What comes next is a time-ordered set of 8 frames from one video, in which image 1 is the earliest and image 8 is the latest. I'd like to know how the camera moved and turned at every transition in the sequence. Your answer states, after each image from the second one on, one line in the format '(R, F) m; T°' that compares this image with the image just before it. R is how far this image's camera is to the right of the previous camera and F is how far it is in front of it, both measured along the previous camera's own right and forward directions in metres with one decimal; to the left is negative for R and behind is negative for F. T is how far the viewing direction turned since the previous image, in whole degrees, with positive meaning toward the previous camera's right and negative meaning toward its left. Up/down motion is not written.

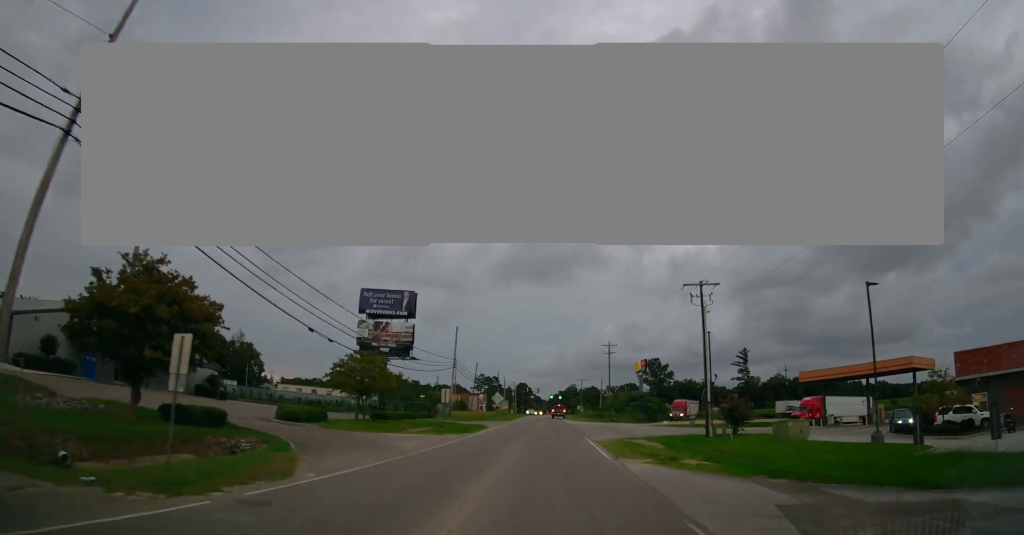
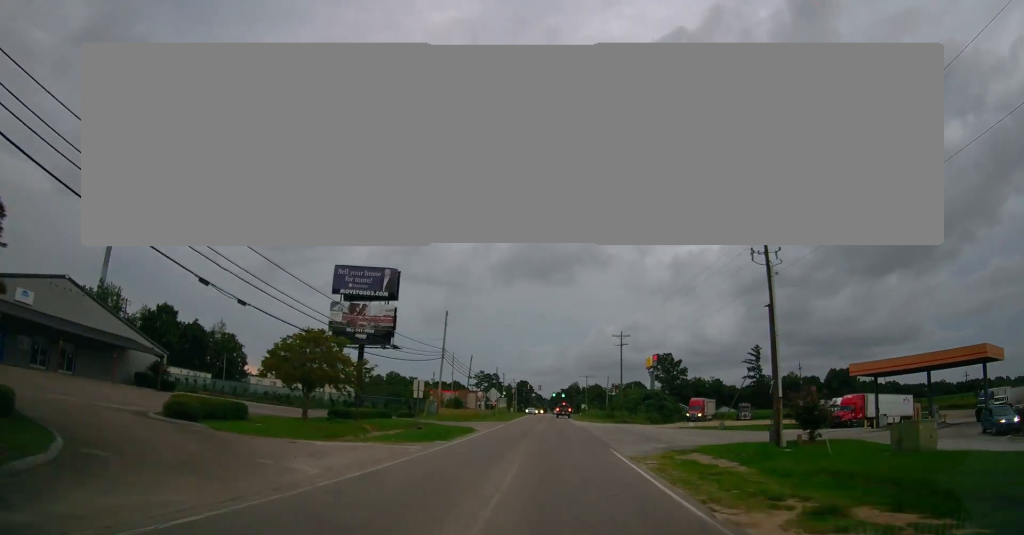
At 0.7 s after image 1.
(0.0, +10.1) m; +1°
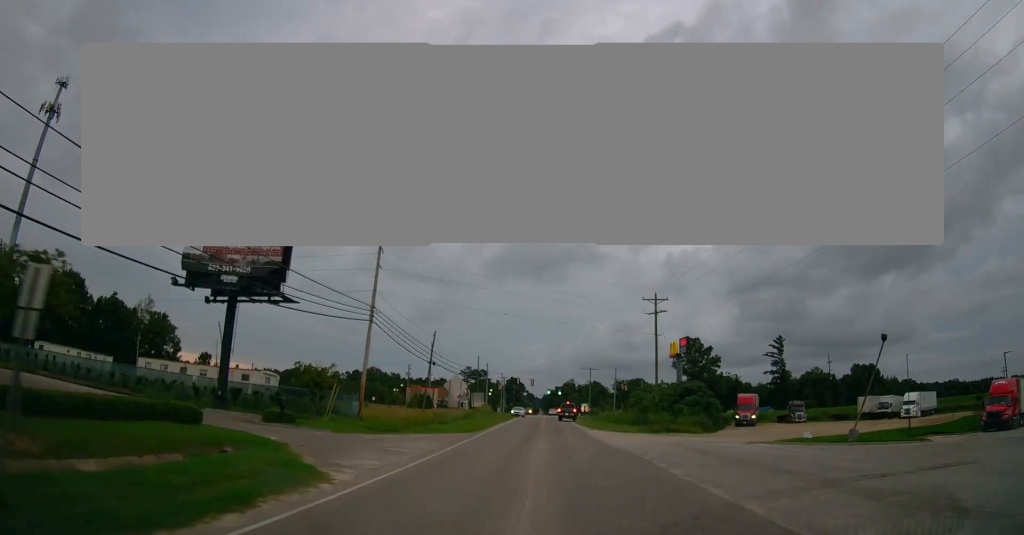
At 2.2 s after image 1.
(+0.7, +25.7) m; +2°
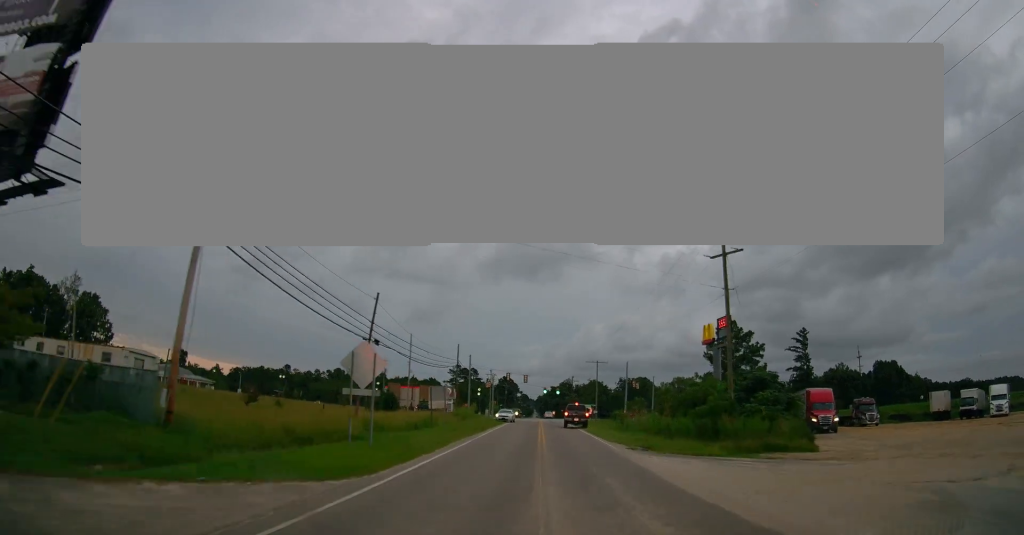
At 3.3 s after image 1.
(0.0, +20.2) m; +1°
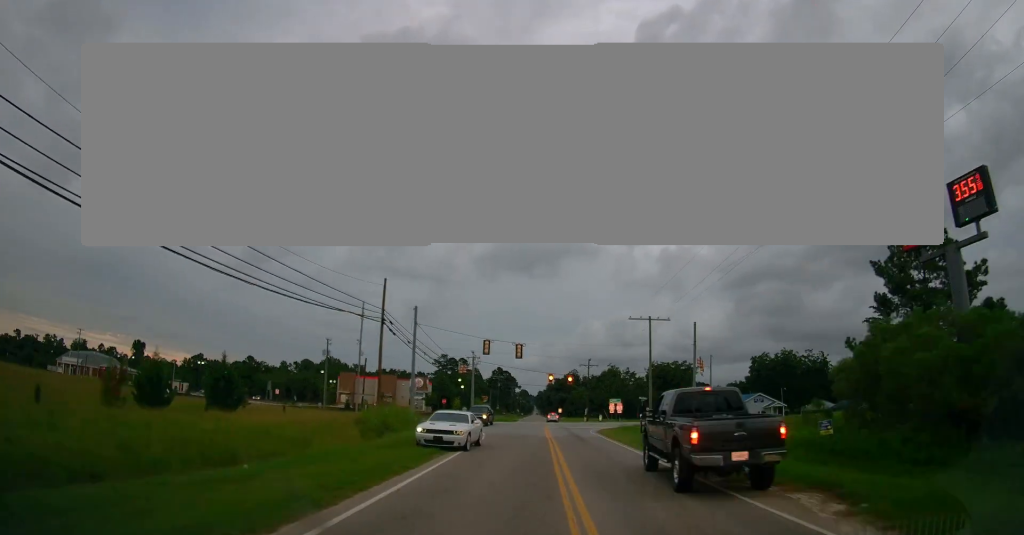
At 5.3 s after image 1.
(+0.3, +40.9) m; +1°
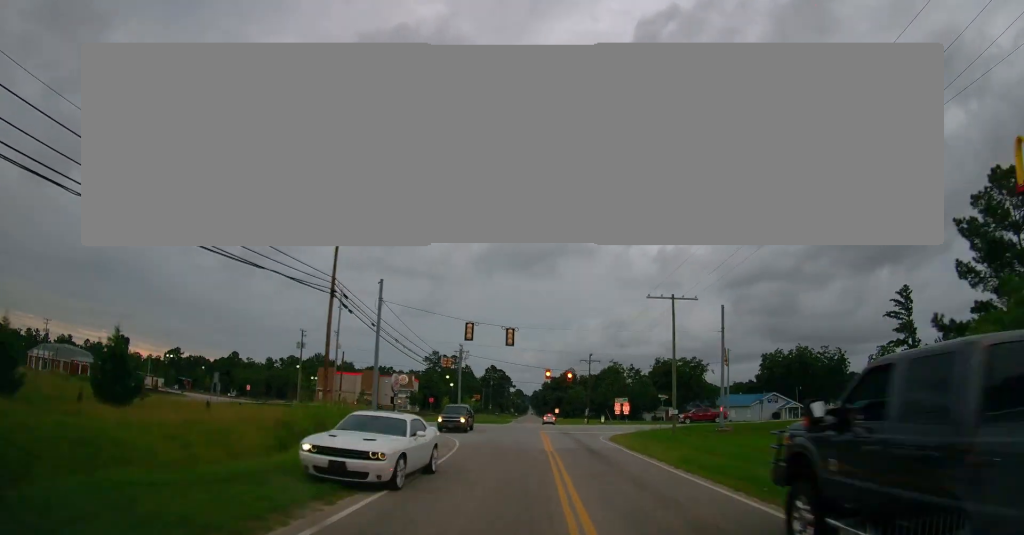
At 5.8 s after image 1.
(0.0, +10.0) m; 0°
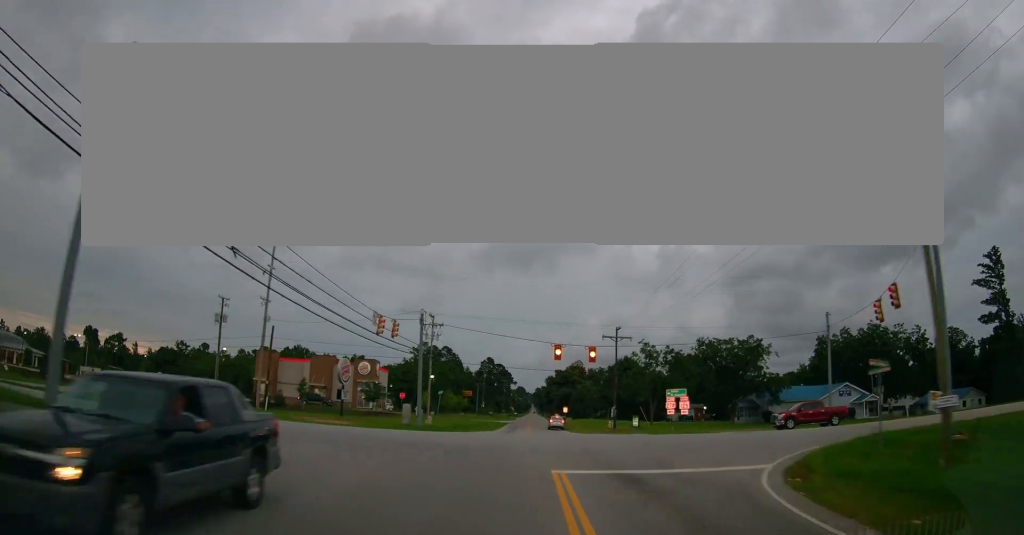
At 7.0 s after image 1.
(+0.2, +27.0) m; 0°
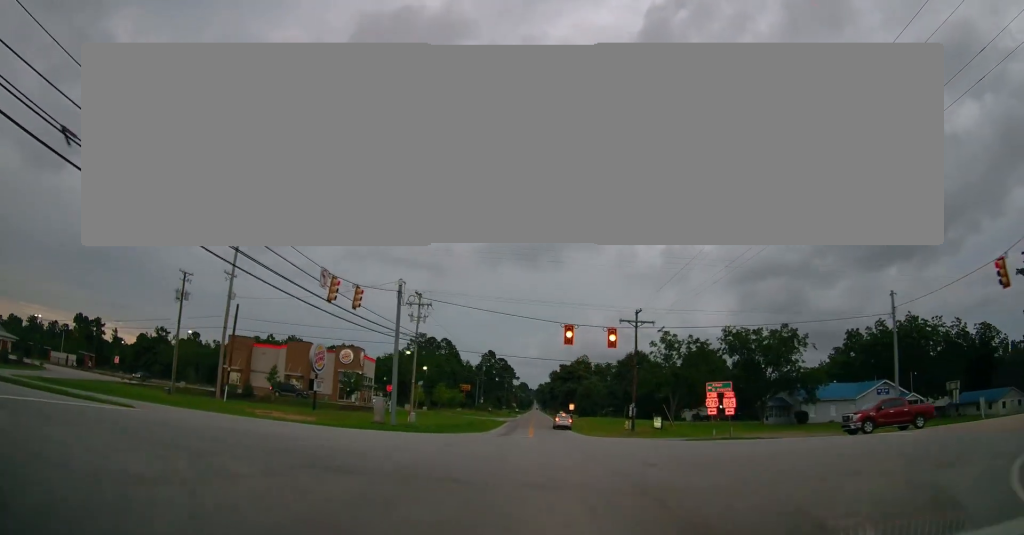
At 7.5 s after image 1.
(+0.1, +9.7) m; 0°
